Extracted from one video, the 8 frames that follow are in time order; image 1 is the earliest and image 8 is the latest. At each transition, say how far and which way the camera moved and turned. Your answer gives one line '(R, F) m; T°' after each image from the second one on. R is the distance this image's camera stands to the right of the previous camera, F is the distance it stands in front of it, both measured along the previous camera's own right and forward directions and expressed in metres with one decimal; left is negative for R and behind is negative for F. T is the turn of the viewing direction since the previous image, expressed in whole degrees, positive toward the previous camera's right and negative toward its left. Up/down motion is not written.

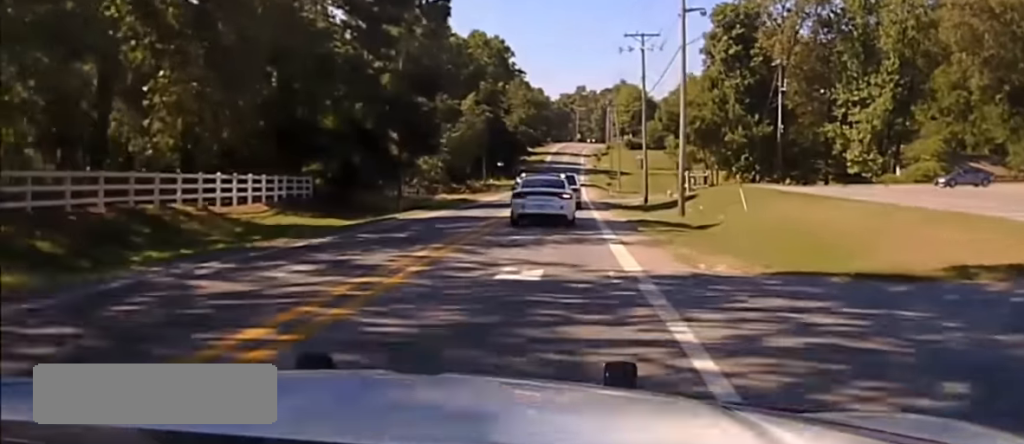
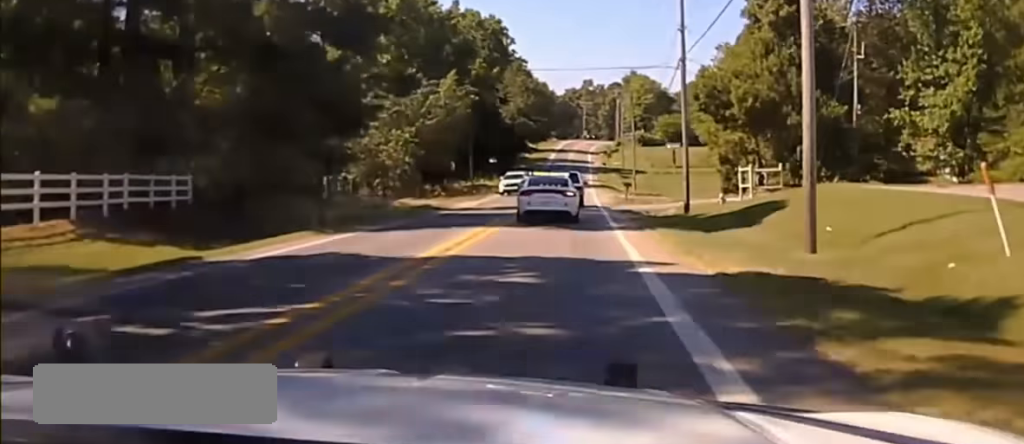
(-0.2, +18.7) m; -1°
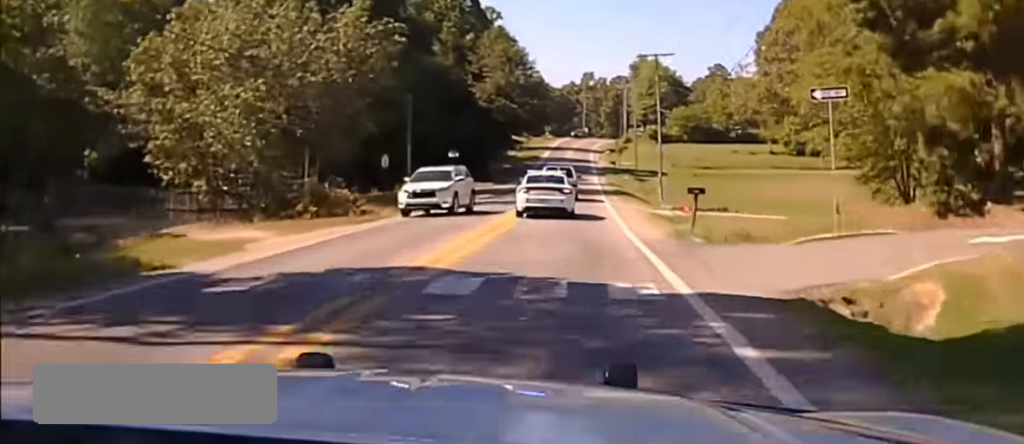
(0.0, +32.3) m; 0°
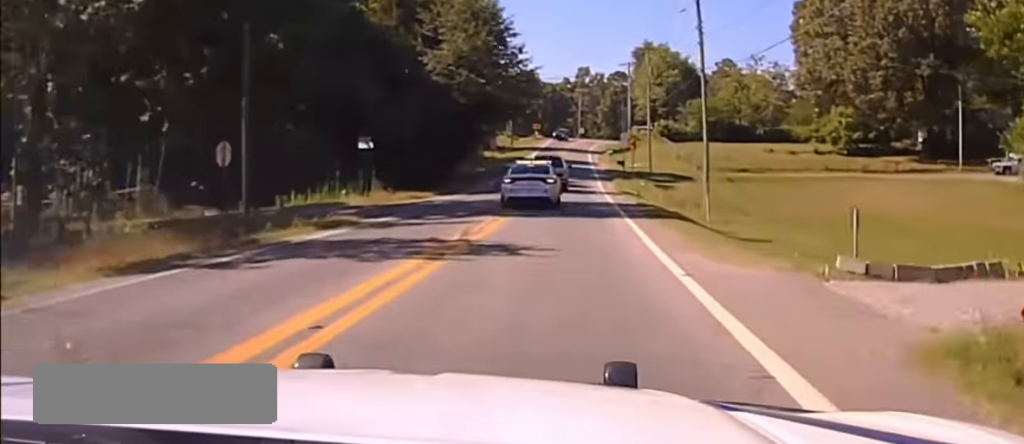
(0.0, +29.7) m; 0°
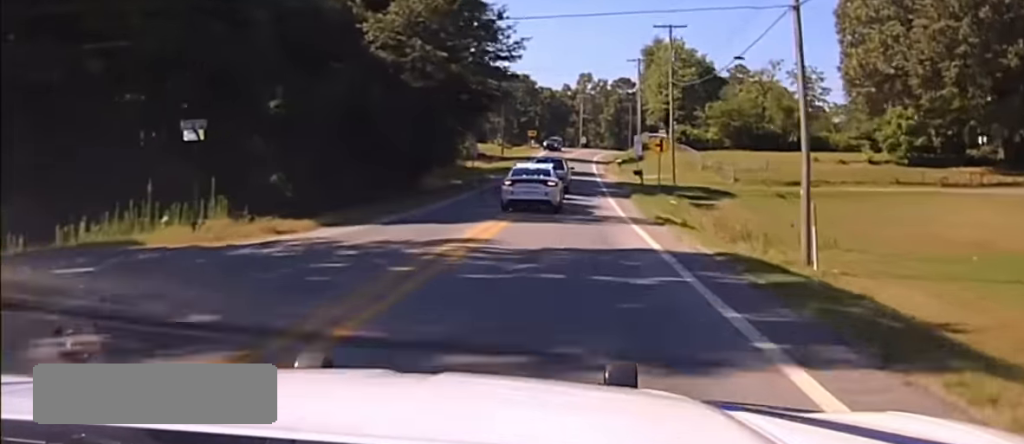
(+0.1, +22.4) m; 0°
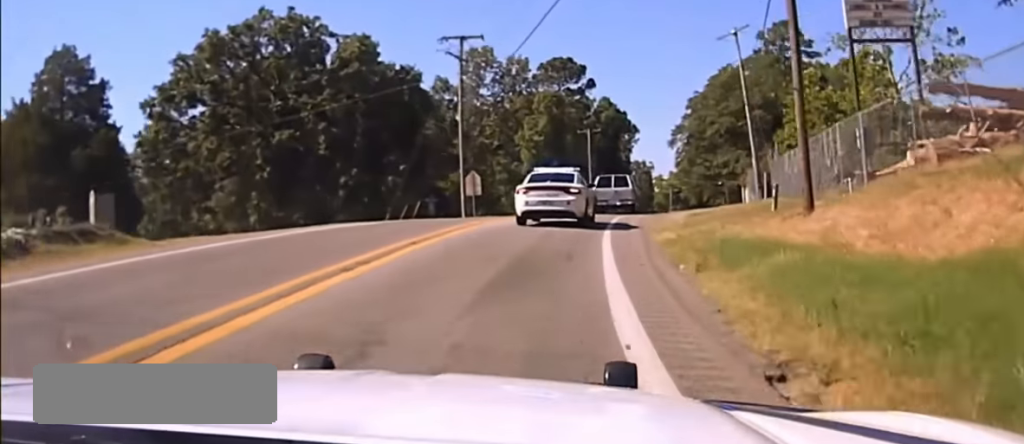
(+5.6, +143.1) m; +9°
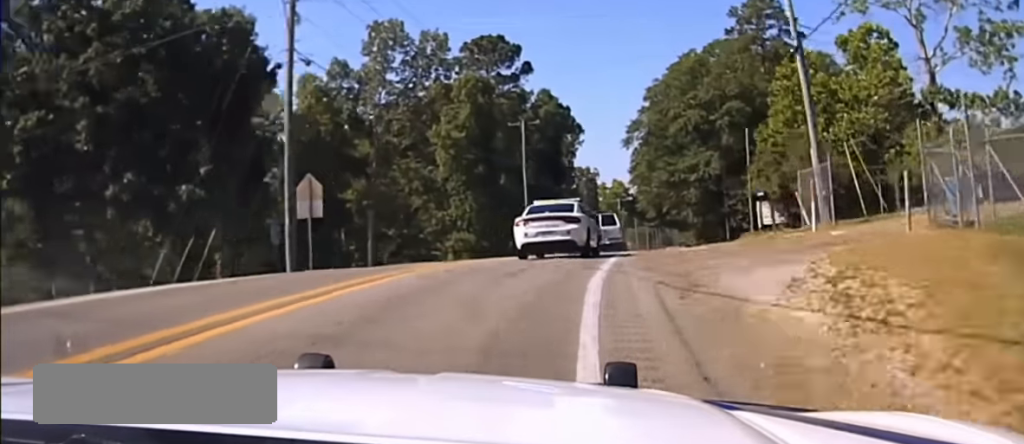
(+0.8, +18.6) m; +2°
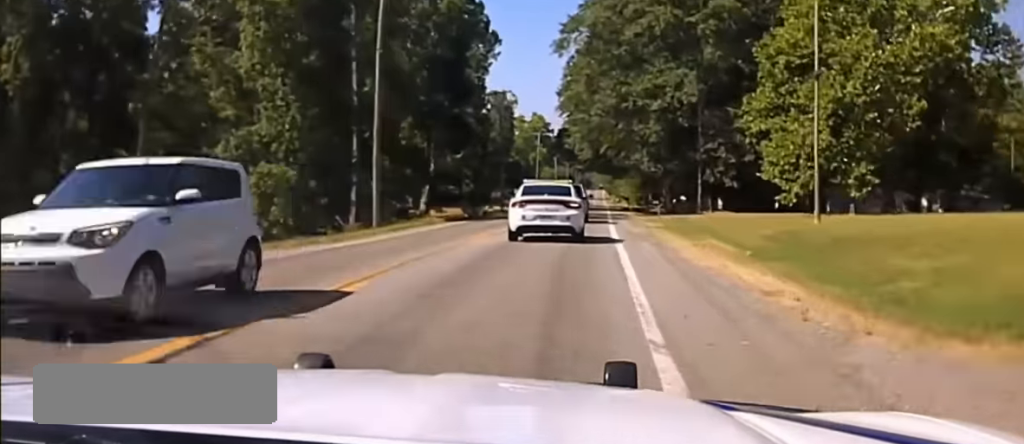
(+0.6, +24.0) m; +3°
